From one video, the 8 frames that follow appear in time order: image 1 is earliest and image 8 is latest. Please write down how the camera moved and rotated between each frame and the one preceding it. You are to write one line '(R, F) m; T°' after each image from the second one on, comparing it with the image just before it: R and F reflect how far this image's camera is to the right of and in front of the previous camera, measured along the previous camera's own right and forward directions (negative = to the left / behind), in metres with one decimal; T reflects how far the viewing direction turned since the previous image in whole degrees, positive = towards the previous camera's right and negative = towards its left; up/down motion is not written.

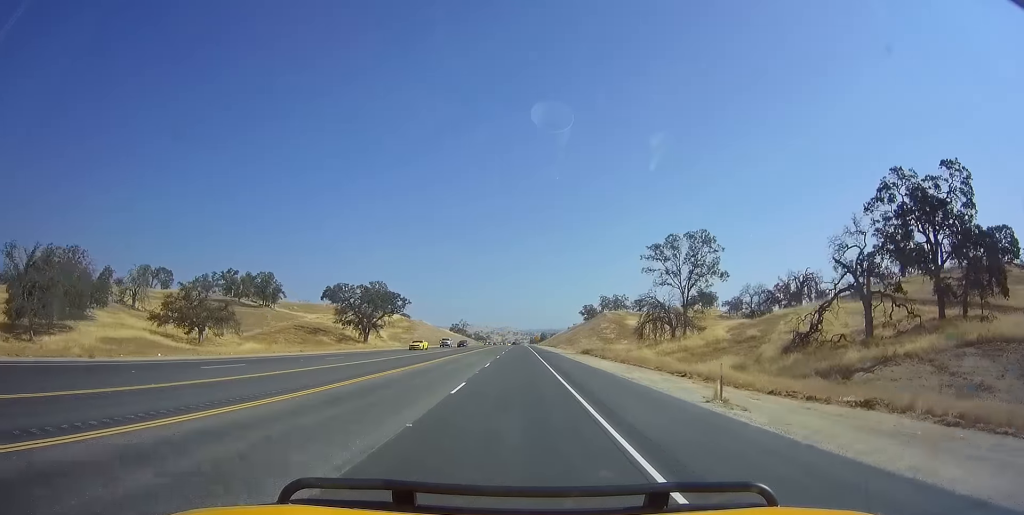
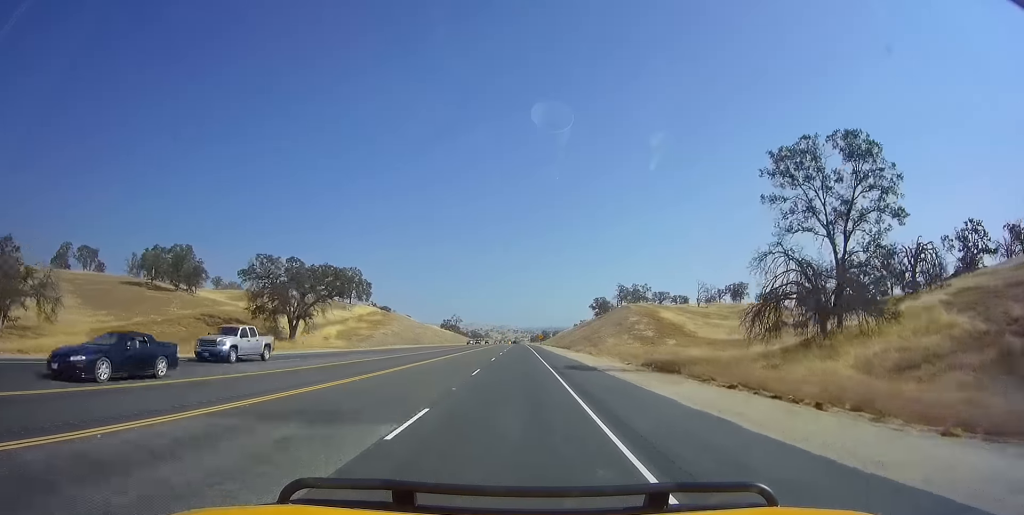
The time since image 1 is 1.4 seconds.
(+0.3, +36.3) m; 0°
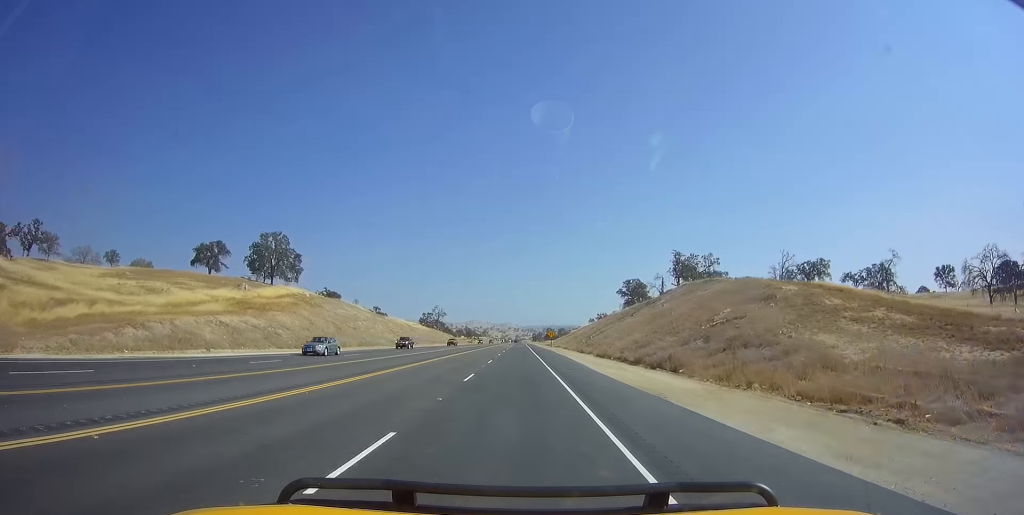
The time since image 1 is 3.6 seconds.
(+1.3, +61.3) m; +1°
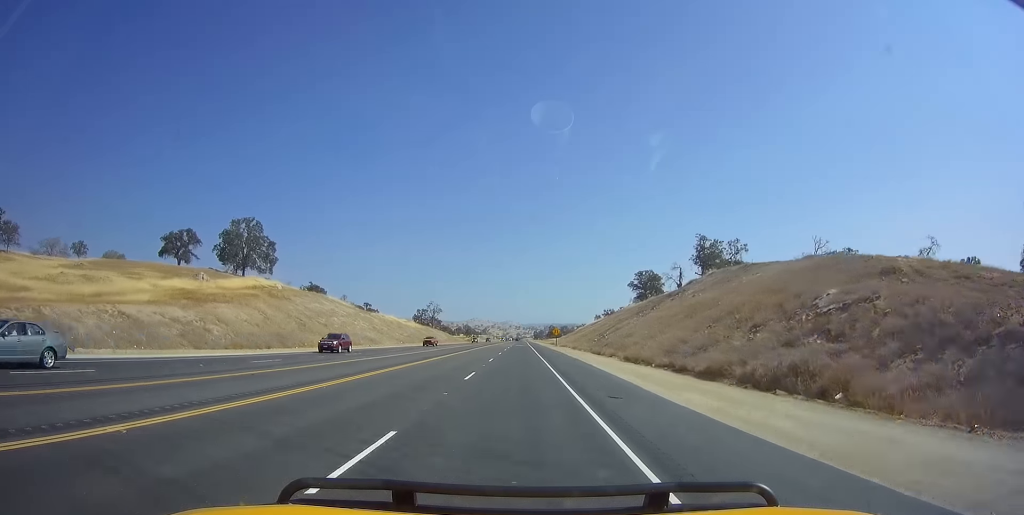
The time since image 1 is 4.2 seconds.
(-0.3, +14.6) m; -1°
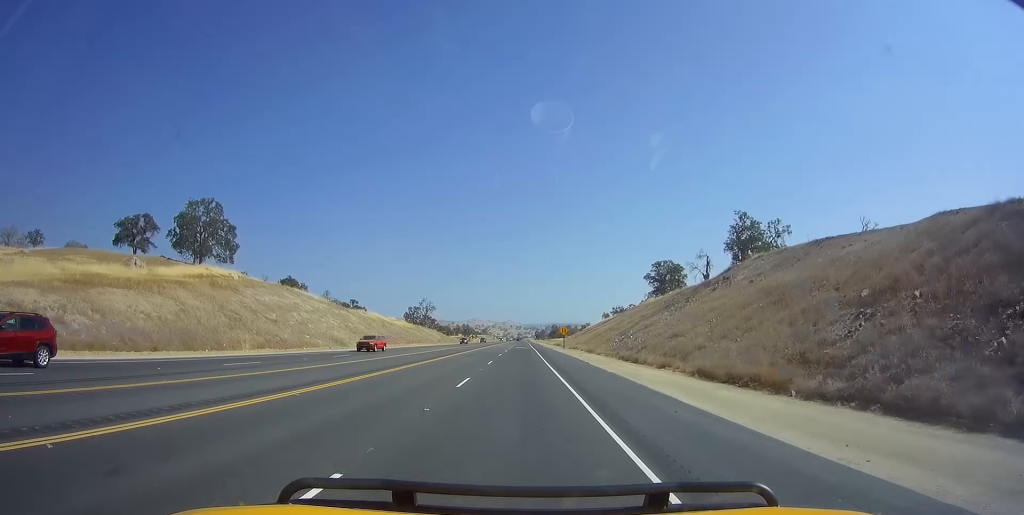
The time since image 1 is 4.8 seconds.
(-0.2, +17.4) m; -1°
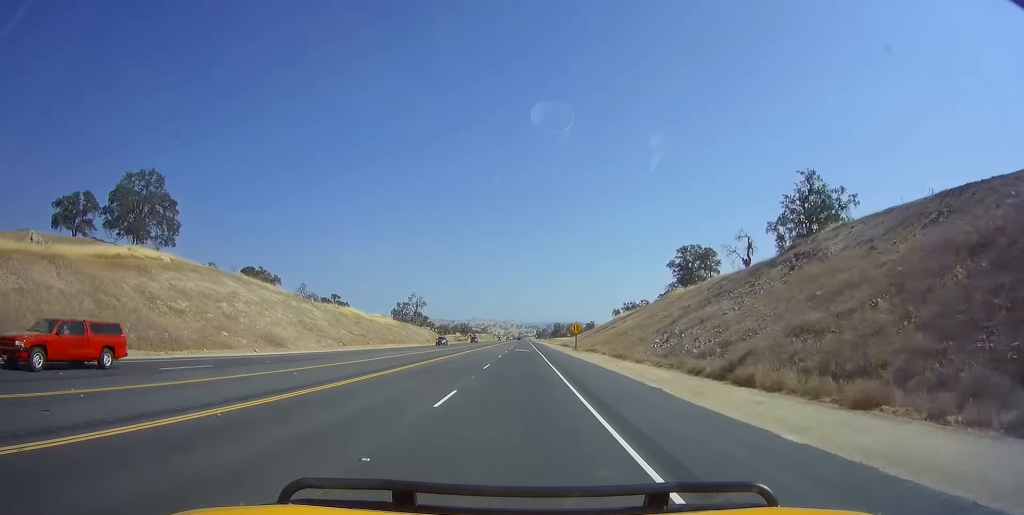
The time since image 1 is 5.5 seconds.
(0.0, +19.3) m; 0°
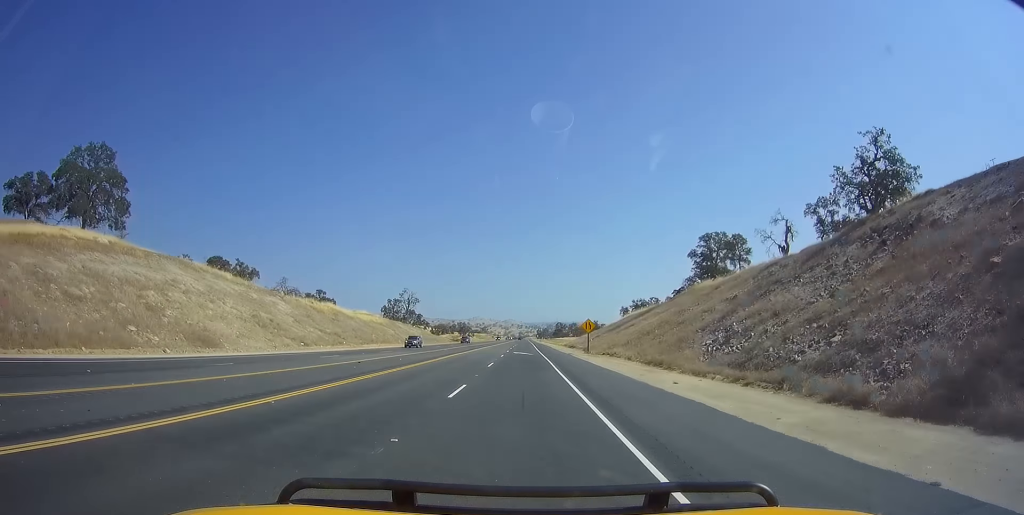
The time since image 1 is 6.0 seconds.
(0.0, +12.8) m; 0°
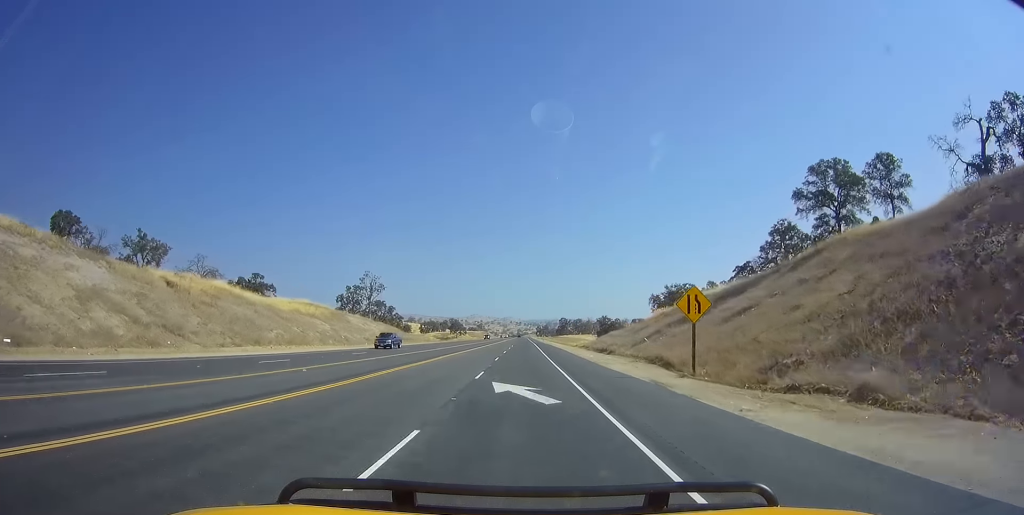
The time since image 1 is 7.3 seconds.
(0.0, +37.6) m; 0°
